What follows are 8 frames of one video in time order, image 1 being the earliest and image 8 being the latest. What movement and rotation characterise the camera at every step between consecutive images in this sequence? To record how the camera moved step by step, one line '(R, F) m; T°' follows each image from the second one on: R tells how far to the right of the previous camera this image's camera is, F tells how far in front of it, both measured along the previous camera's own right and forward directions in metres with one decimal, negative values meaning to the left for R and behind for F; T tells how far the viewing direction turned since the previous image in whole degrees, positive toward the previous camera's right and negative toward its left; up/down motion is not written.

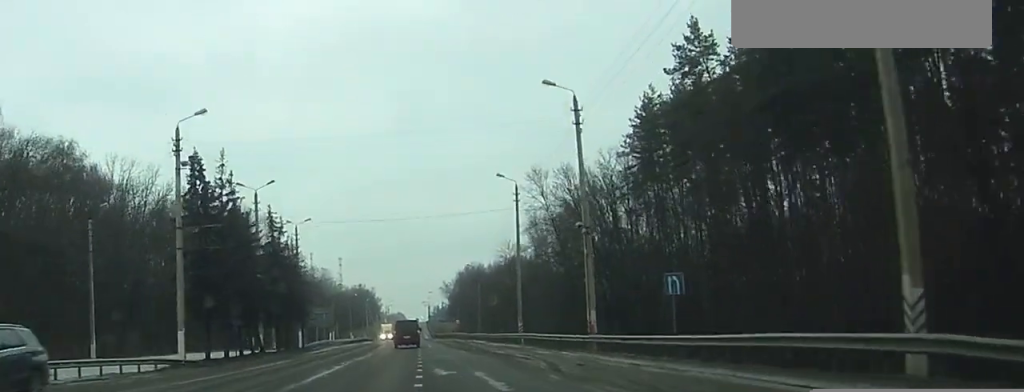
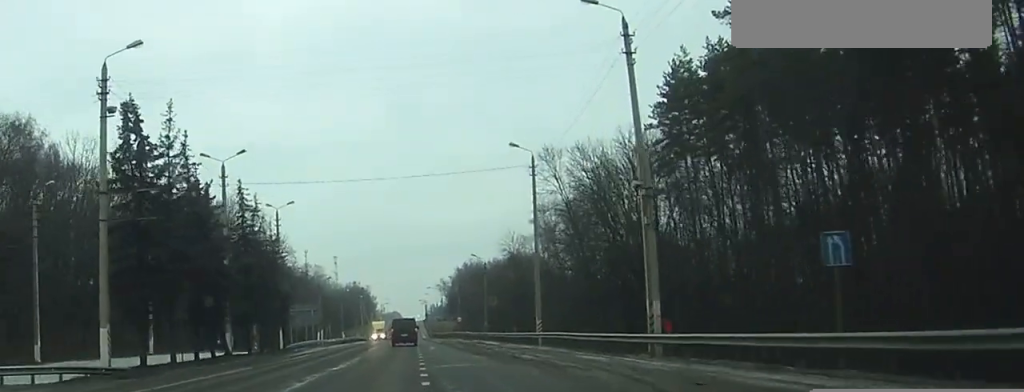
(0.0, +12.2) m; 0°
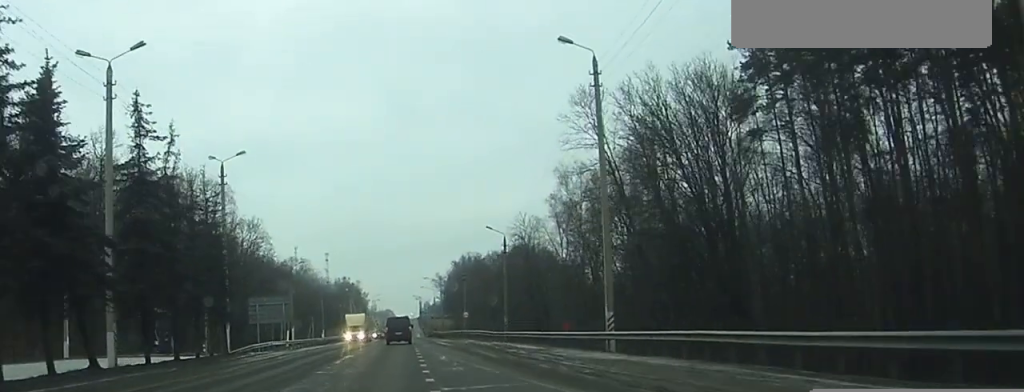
(+0.2, +23.8) m; 0°
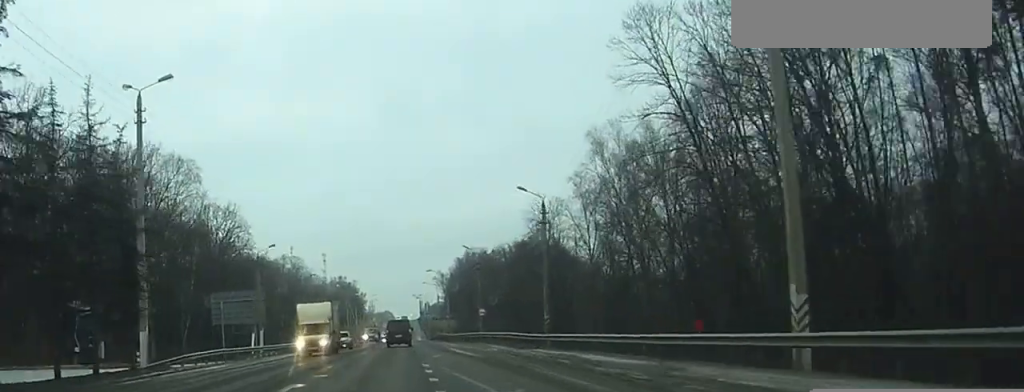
(-0.1, +20.2) m; 0°
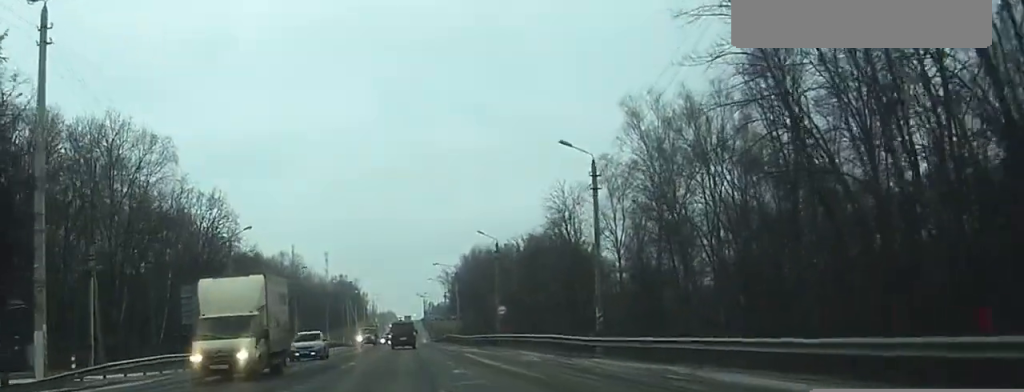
(0.0, +12.9) m; 0°
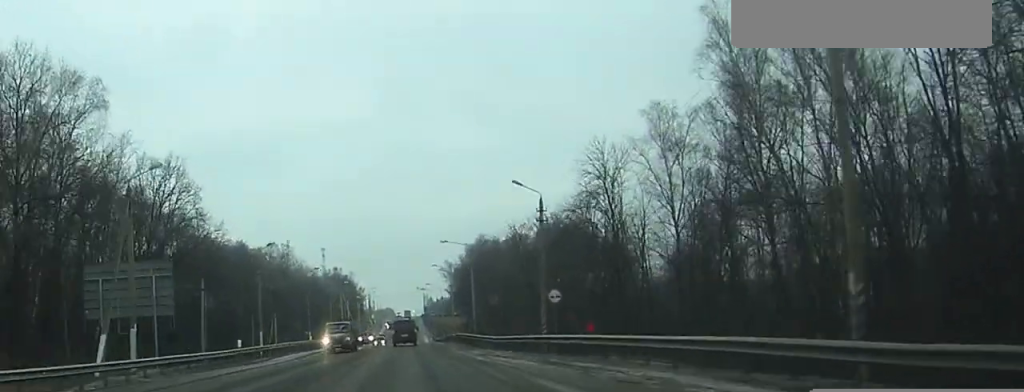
(-0.1, +23.0) m; 0°
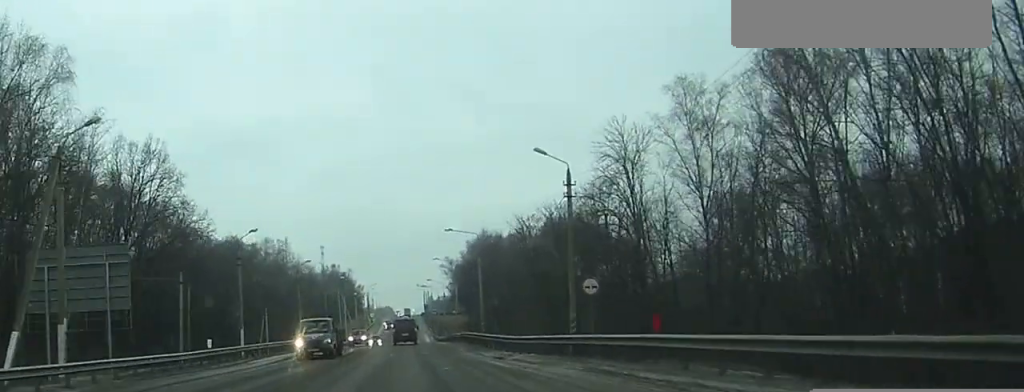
(0.0, +8.1) m; +1°
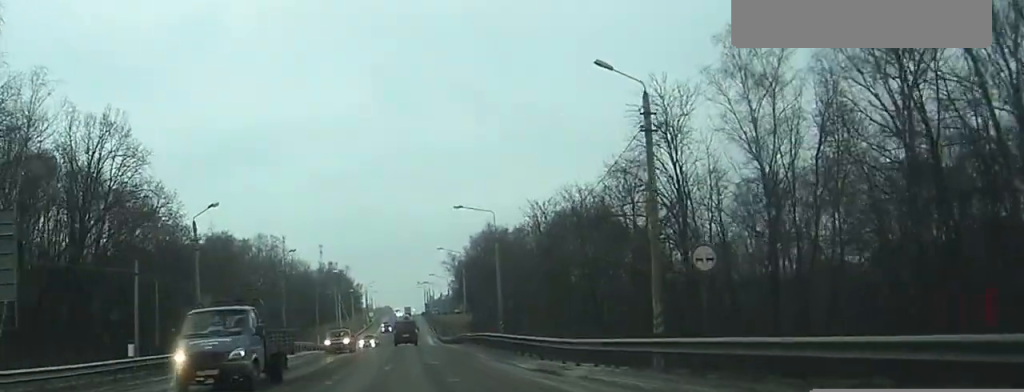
(+0.2, +13.2) m; 0°
